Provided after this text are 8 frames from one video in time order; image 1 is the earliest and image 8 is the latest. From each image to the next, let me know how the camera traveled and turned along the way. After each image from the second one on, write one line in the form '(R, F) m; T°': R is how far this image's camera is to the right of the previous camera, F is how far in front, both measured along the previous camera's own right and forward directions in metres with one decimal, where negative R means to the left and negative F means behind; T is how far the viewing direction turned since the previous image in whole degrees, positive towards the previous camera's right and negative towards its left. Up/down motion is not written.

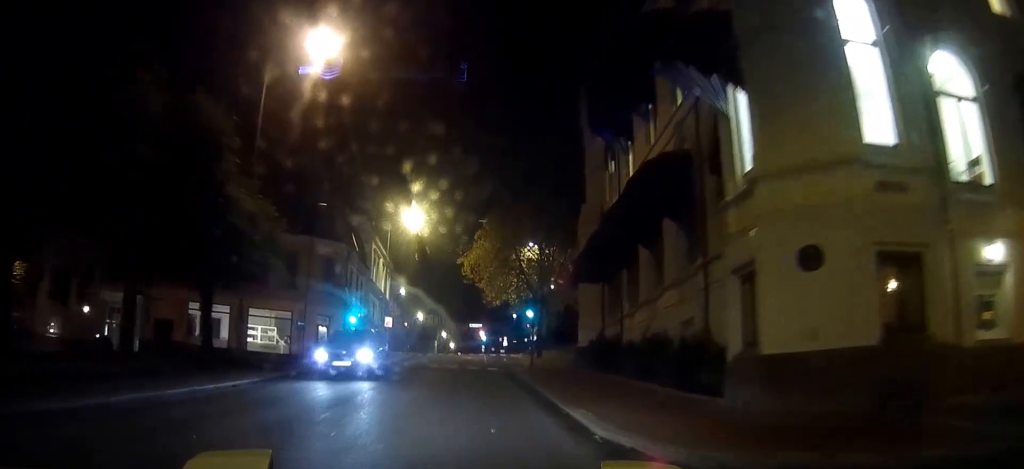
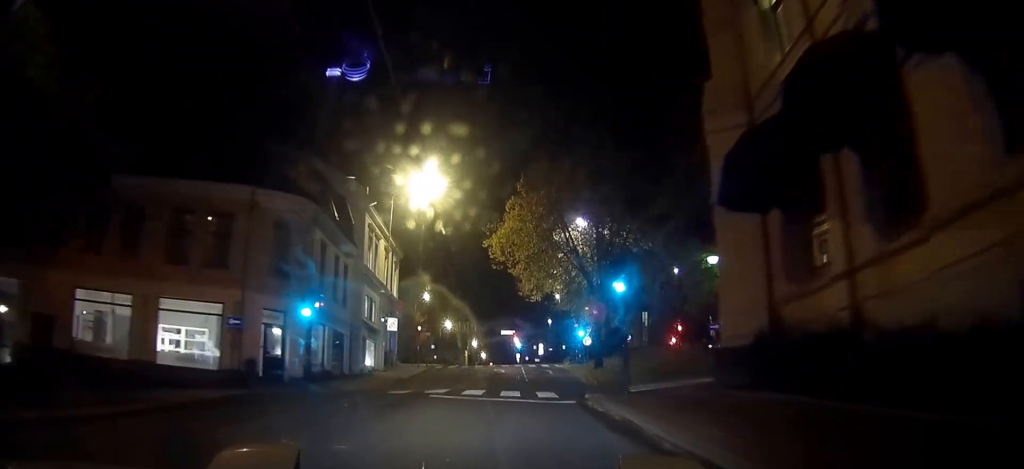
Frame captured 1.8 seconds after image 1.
(0.0, +17.2) m; -1°
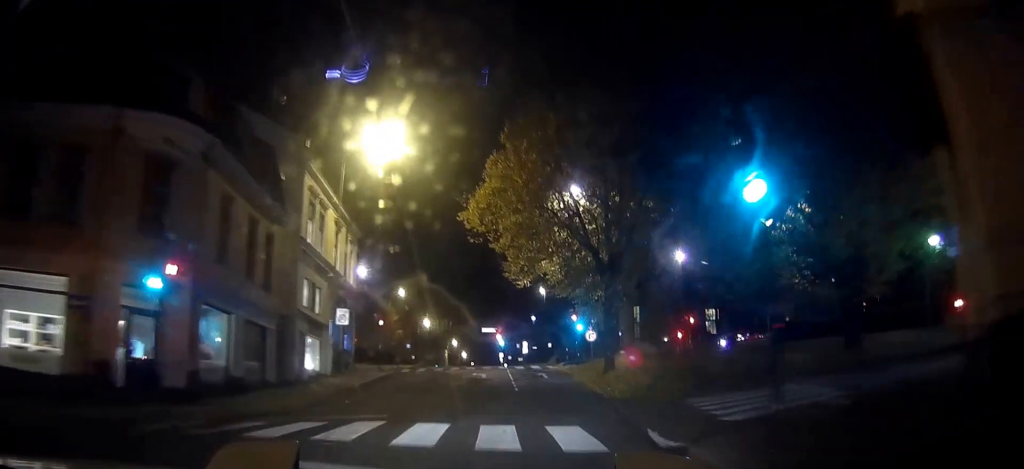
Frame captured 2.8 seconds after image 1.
(-0.1, +10.3) m; 0°
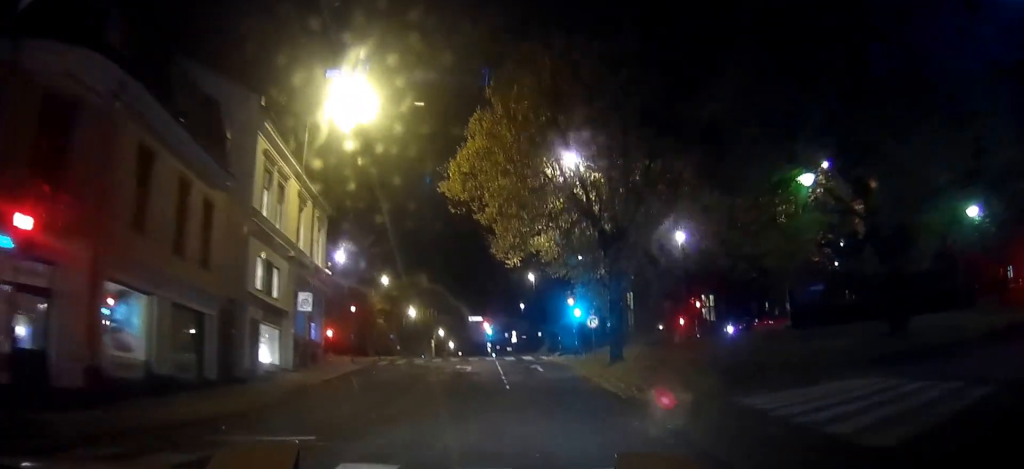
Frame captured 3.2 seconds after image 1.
(0.0, +4.9) m; 0°
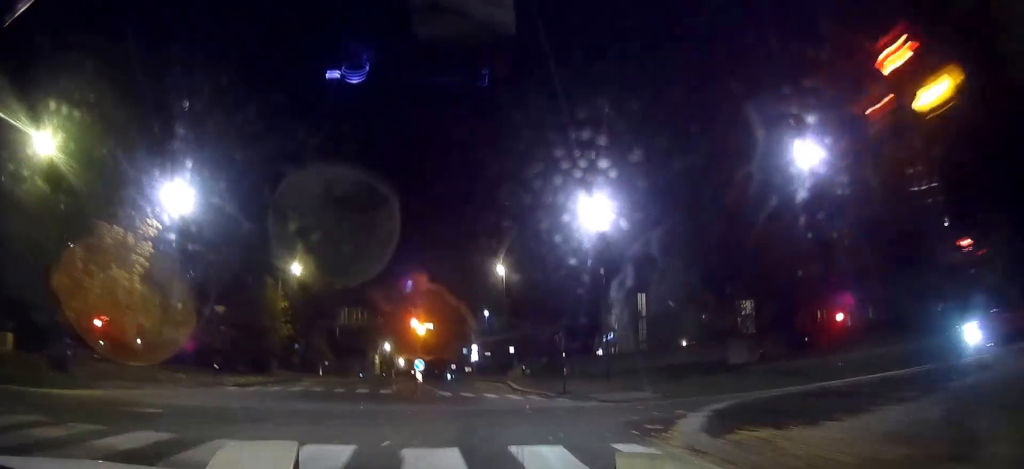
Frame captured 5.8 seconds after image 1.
(+0.1, +33.2) m; +1°
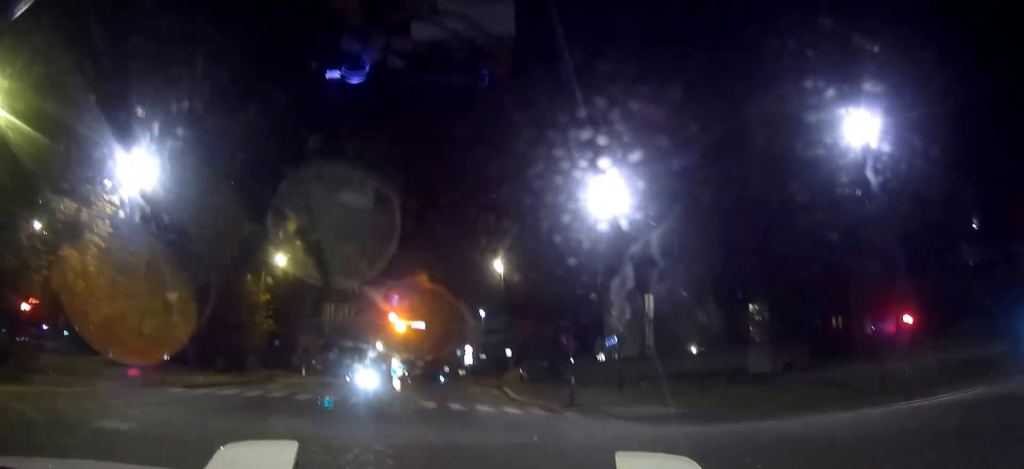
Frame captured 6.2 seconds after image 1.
(0.0, +5.5) m; 0°
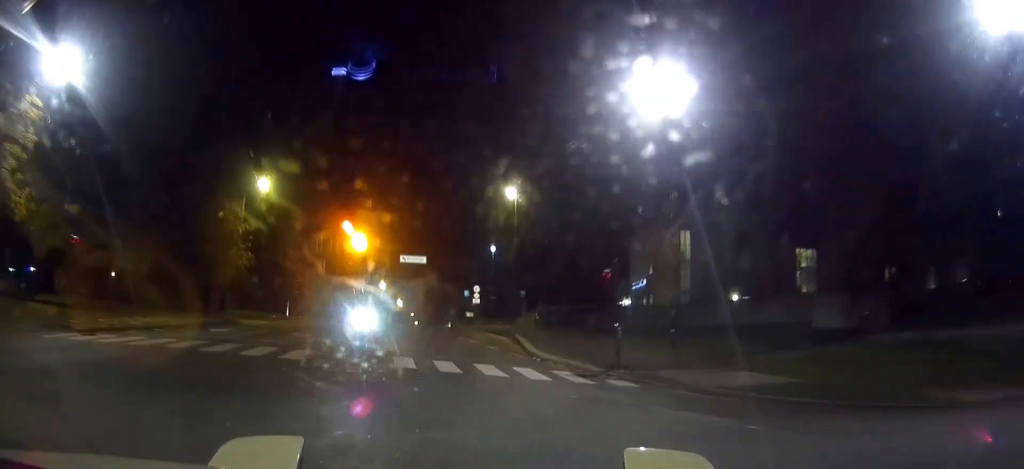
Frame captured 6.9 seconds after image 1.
(0.0, +9.4) m; -1°
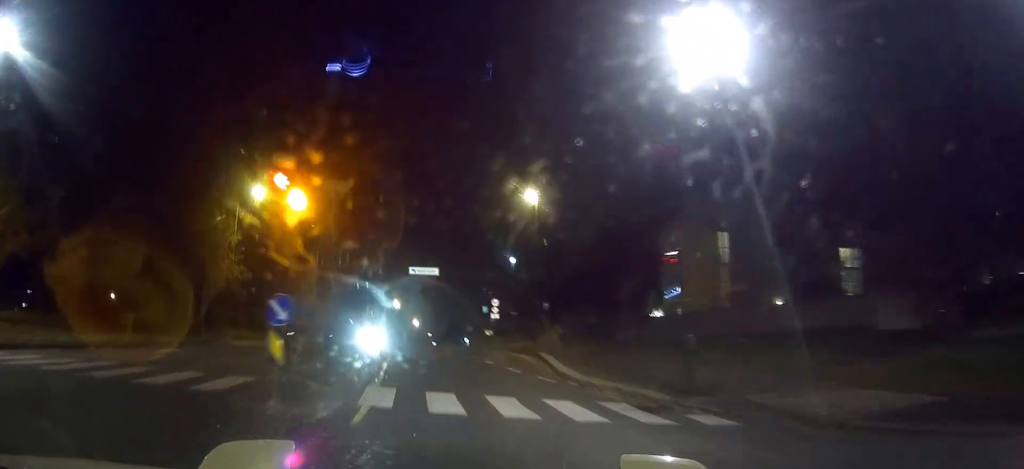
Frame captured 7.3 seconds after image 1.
(+0.1, +6.2) m; -1°
